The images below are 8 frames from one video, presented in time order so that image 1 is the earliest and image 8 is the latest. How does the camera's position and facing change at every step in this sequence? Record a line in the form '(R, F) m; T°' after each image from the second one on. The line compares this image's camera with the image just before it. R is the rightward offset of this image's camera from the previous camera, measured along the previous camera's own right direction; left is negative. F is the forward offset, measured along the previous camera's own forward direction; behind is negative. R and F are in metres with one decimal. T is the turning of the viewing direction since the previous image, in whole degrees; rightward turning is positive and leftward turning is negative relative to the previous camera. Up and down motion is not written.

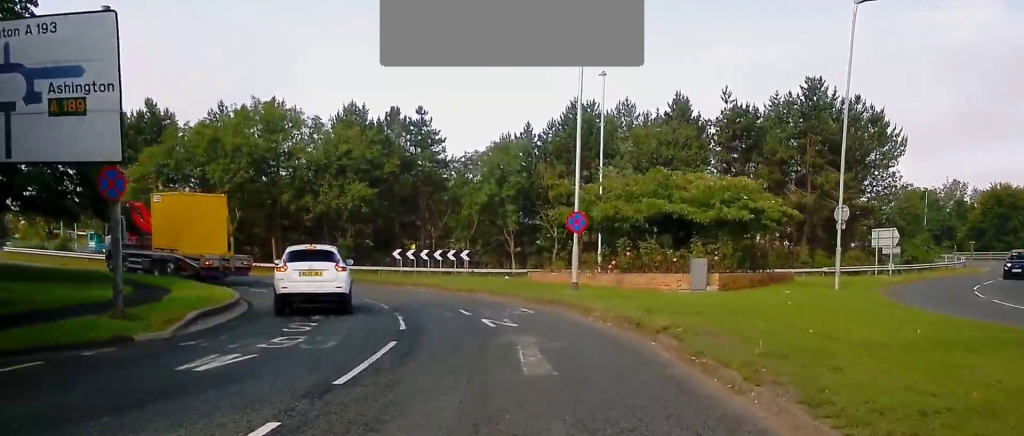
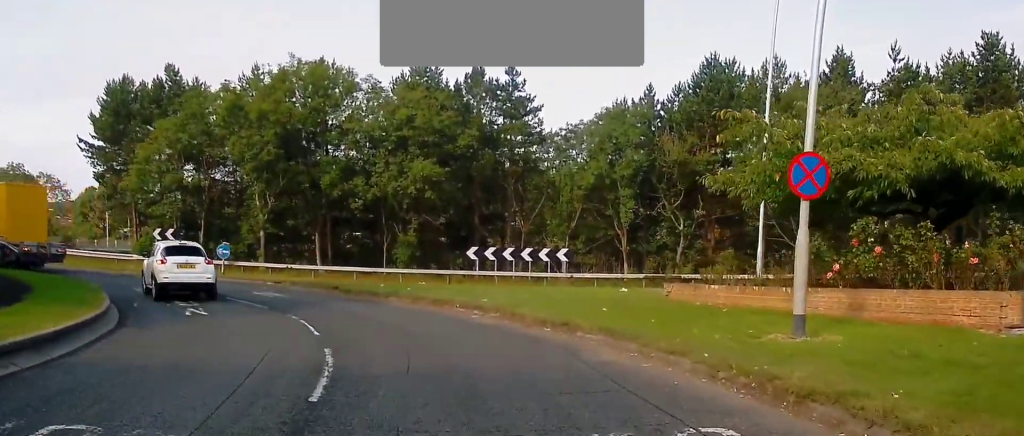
(-0.6, +13.5) m; -8°
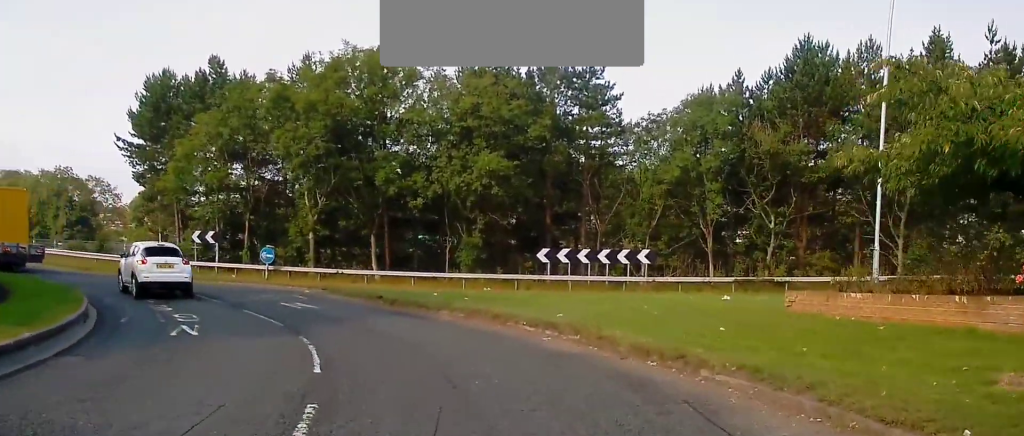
(-0.1, +4.3) m; -5°
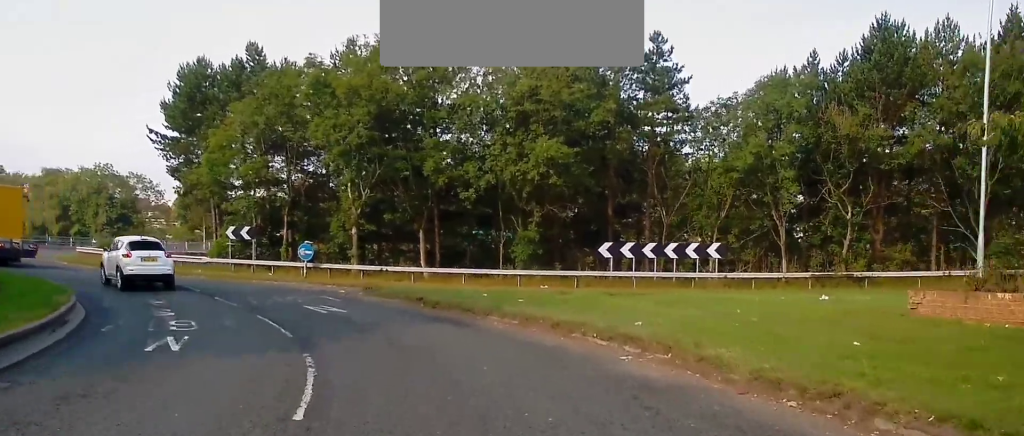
(-0.3, +3.0) m; -3°
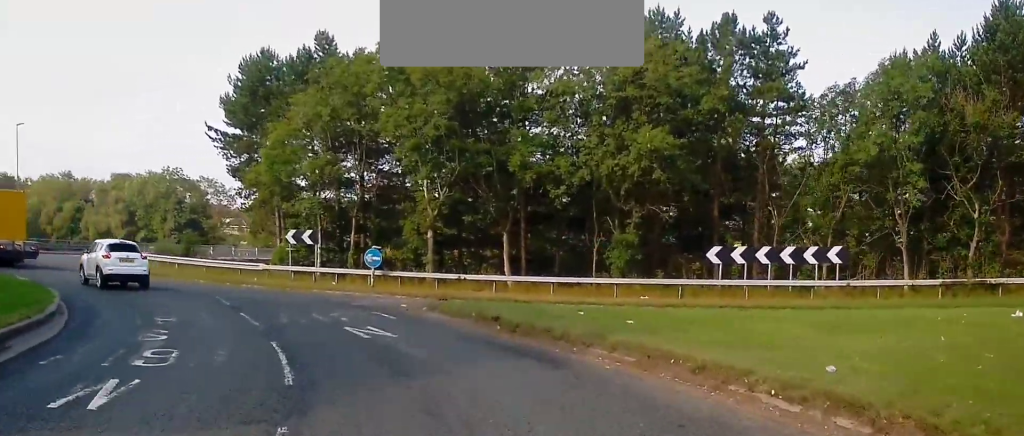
(-0.2, +4.4) m; -5°
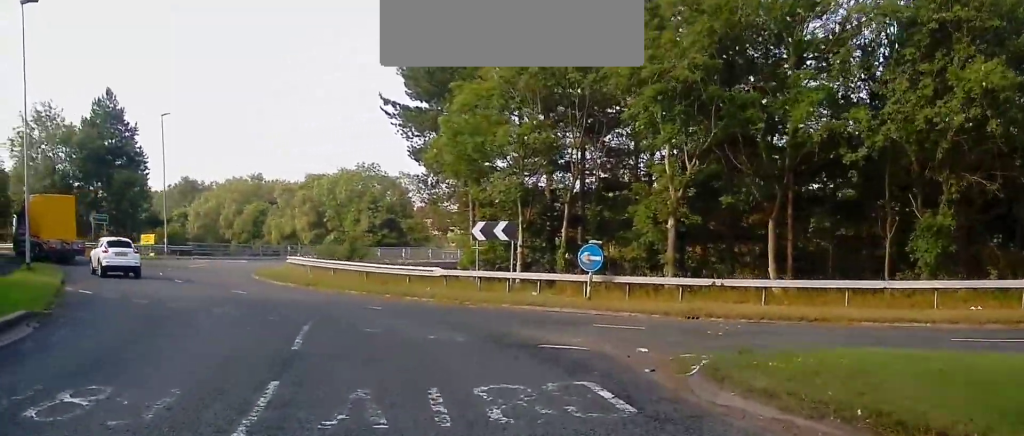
(-1.2, +9.5) m; -17°
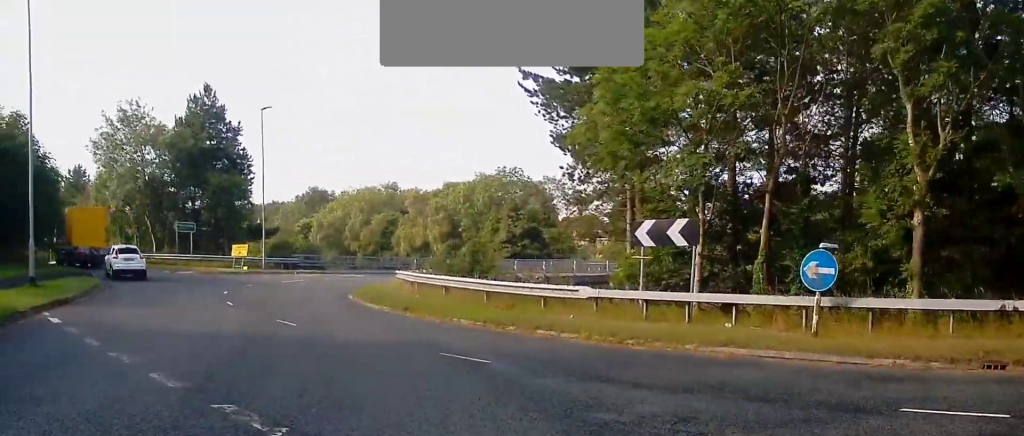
(-0.7, +8.2) m; -8°
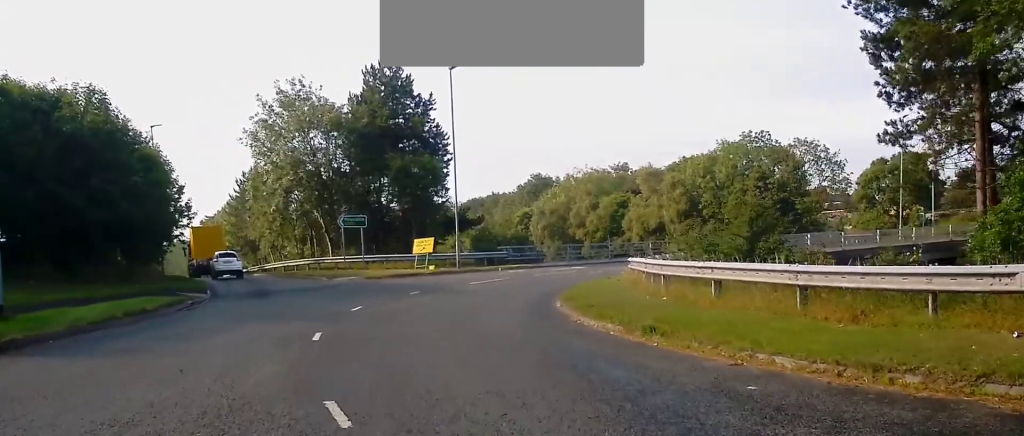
(-1.0, +10.7) m; -14°
